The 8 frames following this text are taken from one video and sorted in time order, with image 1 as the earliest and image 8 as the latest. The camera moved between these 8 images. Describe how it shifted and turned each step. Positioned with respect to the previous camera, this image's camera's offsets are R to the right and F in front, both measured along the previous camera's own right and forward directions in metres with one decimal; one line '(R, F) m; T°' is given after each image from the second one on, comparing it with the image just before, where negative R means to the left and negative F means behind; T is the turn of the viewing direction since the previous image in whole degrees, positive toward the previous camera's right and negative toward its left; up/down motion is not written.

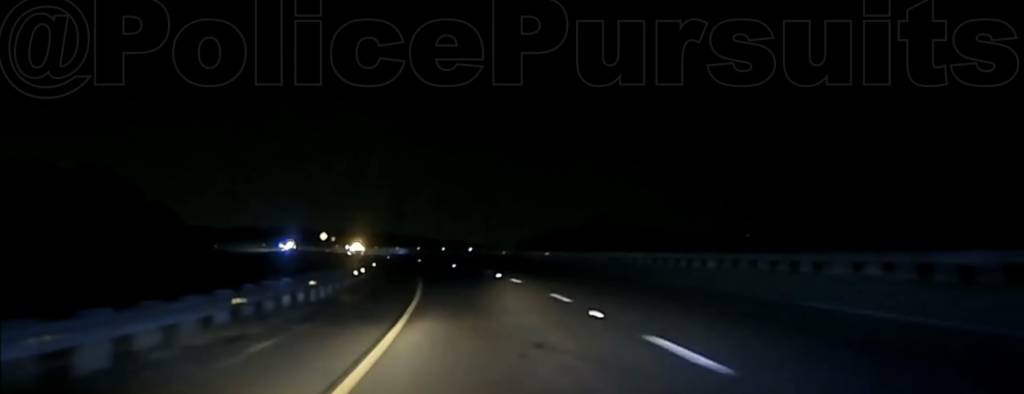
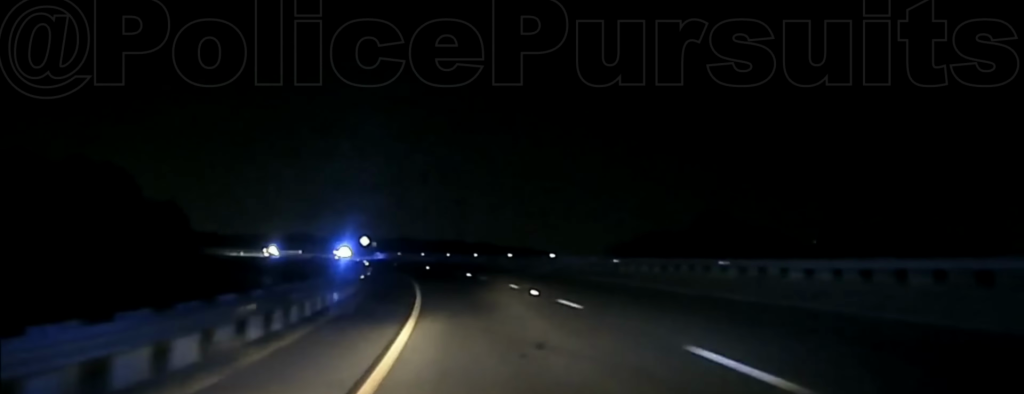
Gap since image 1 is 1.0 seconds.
(-1.1, +32.3) m; -5°
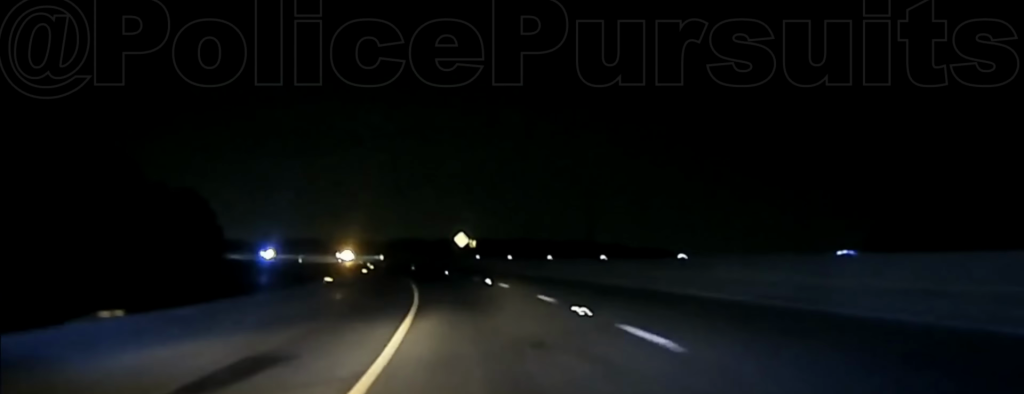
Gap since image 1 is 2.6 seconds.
(-3.5, +53.4) m; -8°
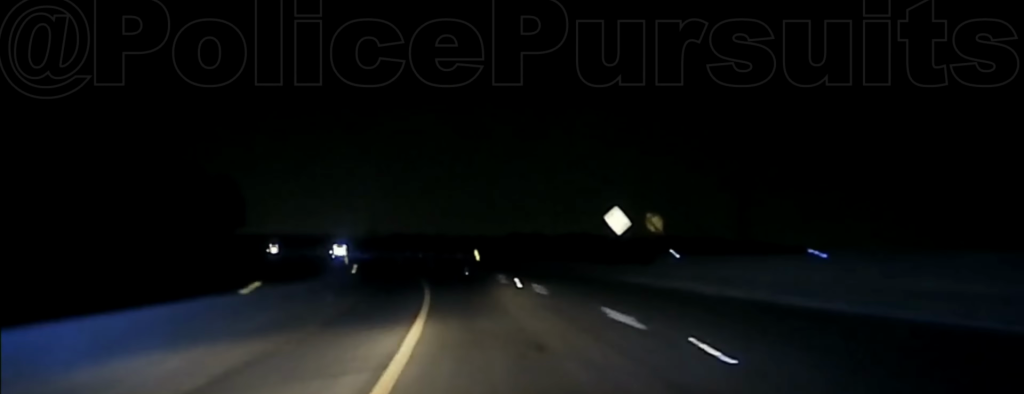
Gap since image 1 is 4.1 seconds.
(-4.1, +58.8) m; -8°
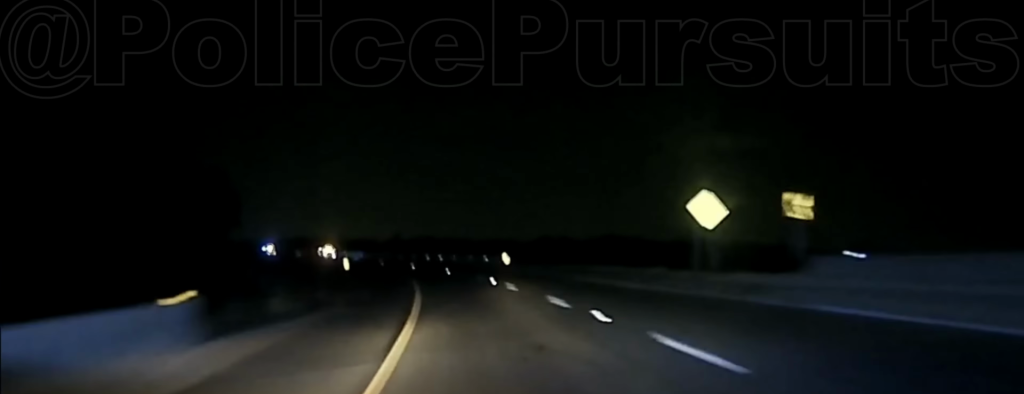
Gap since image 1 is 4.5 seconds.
(-0.3, +19.6) m; -2°
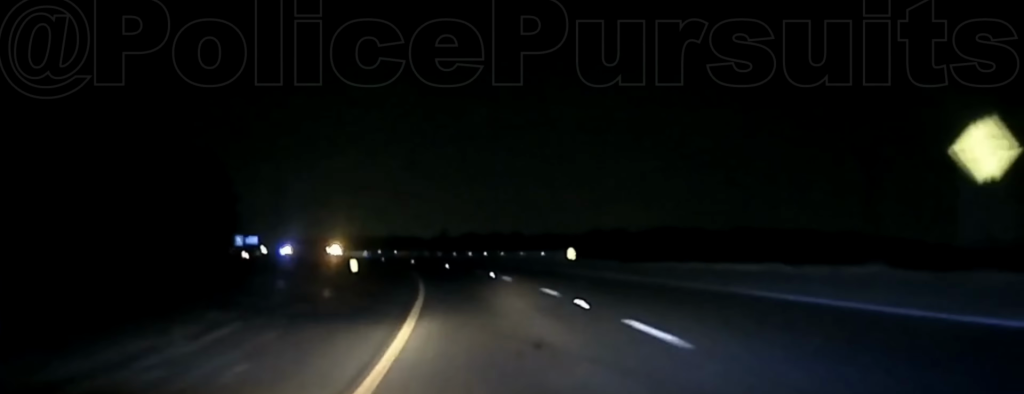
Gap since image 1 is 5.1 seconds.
(-0.7, +25.0) m; -2°
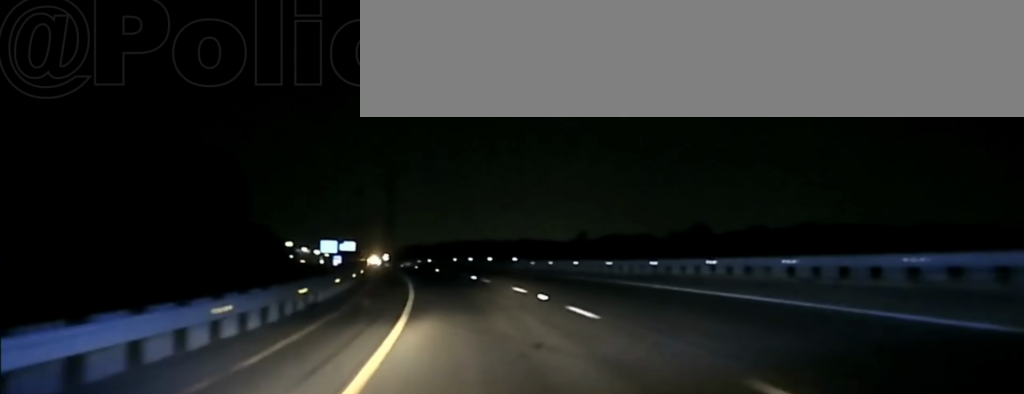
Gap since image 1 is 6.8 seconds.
(-5.0, +67.5) m; -9°
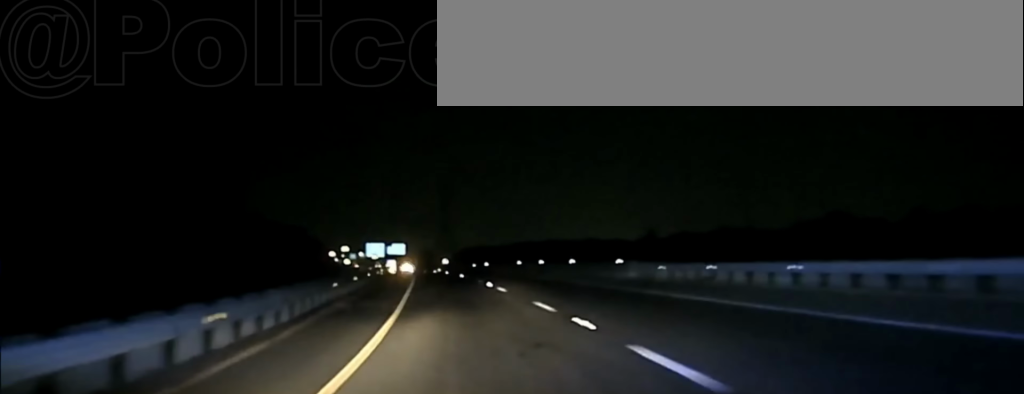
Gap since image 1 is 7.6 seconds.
(-1.1, +28.3) m; -4°
